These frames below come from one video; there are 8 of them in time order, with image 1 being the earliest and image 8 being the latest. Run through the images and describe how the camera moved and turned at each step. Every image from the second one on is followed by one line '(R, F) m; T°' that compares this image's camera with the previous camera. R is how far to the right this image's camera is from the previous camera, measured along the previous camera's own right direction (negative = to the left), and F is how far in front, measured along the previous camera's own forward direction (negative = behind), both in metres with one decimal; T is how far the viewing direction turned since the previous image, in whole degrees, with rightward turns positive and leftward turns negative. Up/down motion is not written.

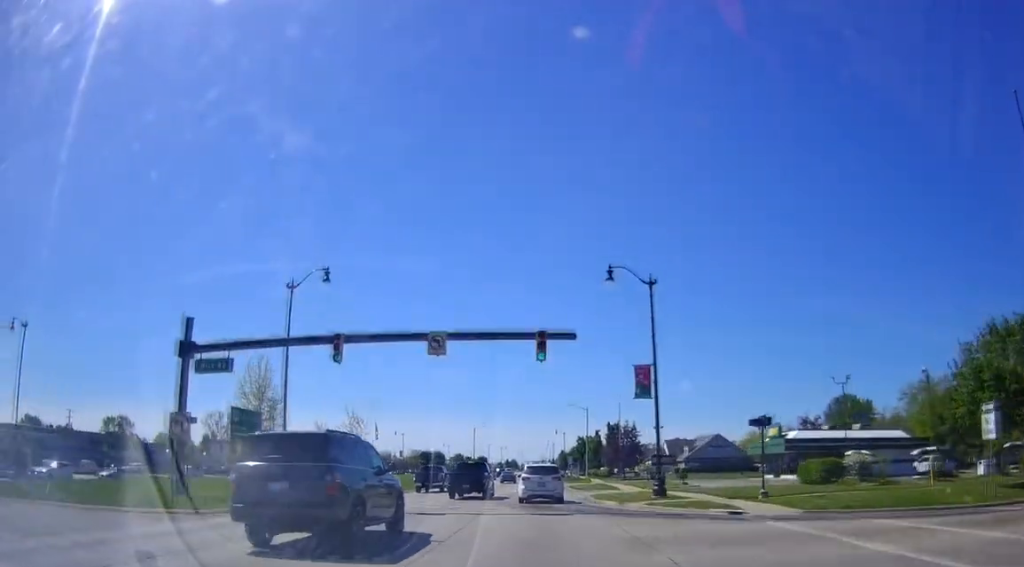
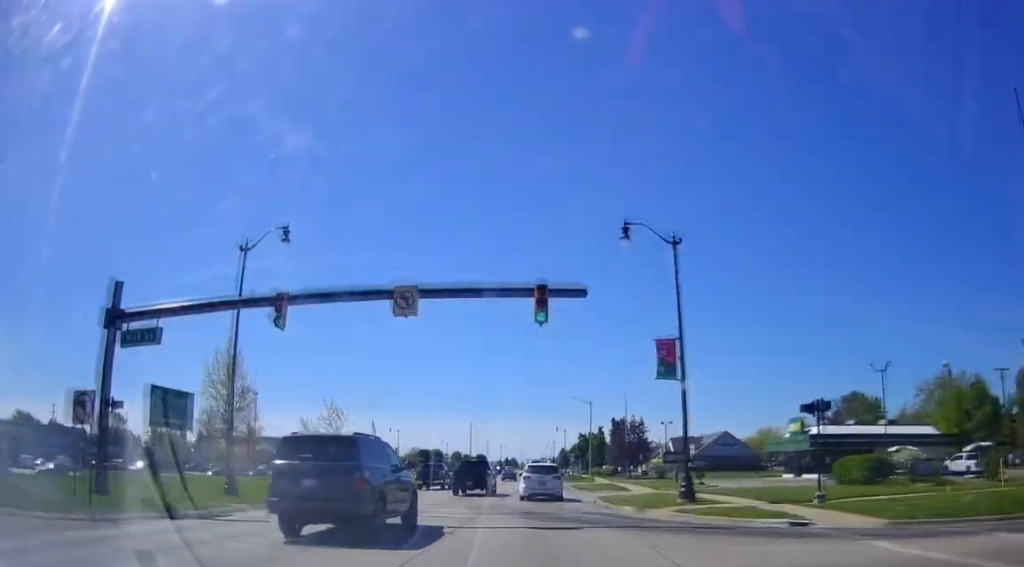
(-0.3, +6.1) m; 0°
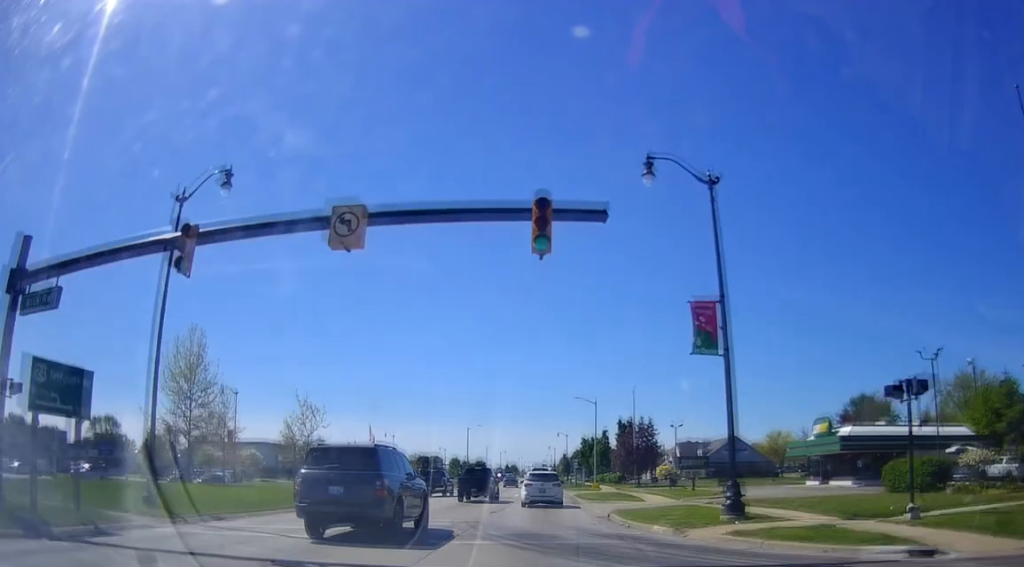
(0.0, +6.1) m; 0°
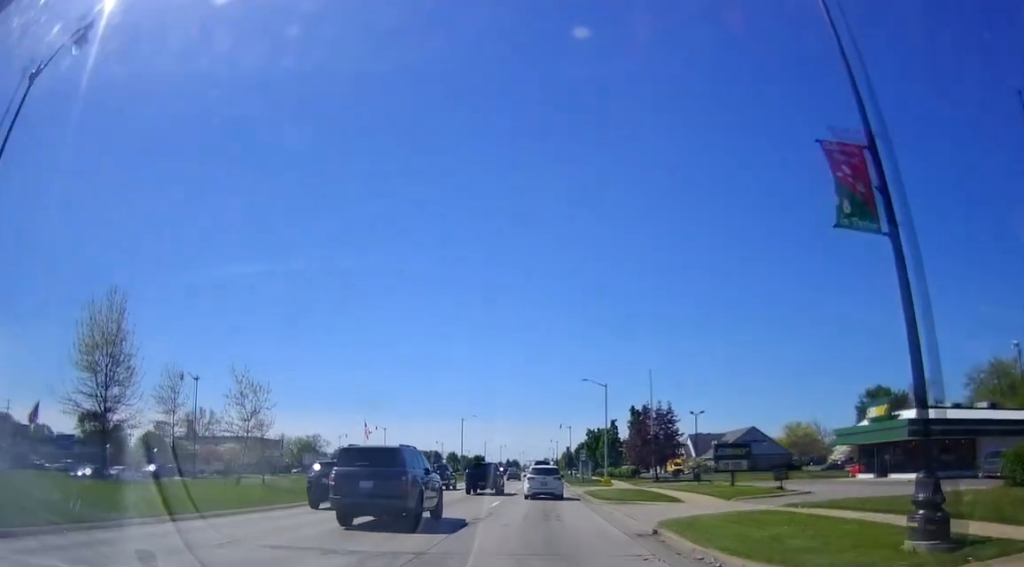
(+0.6, +10.1) m; 0°
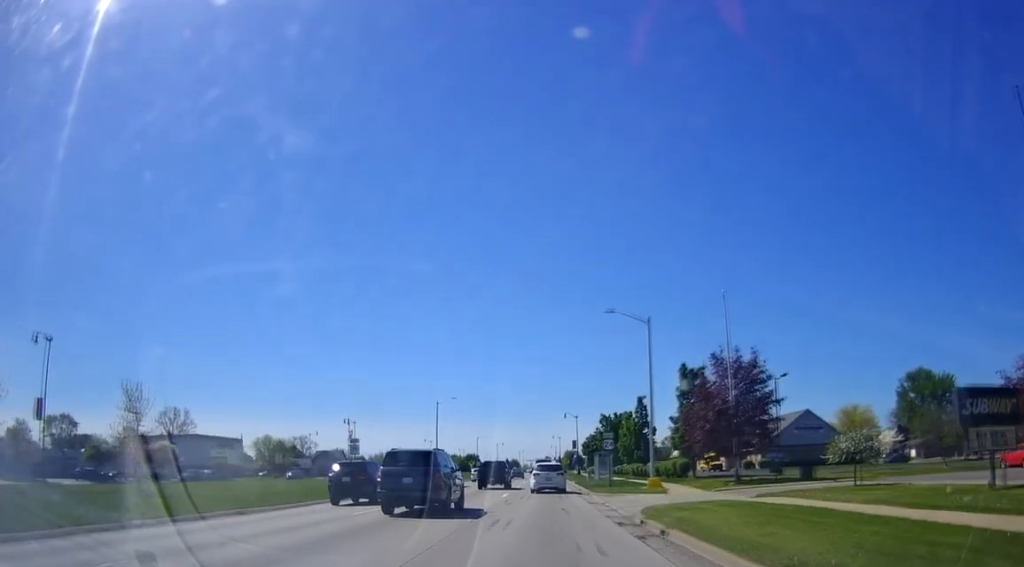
(-0.7, +24.9) m; +1°
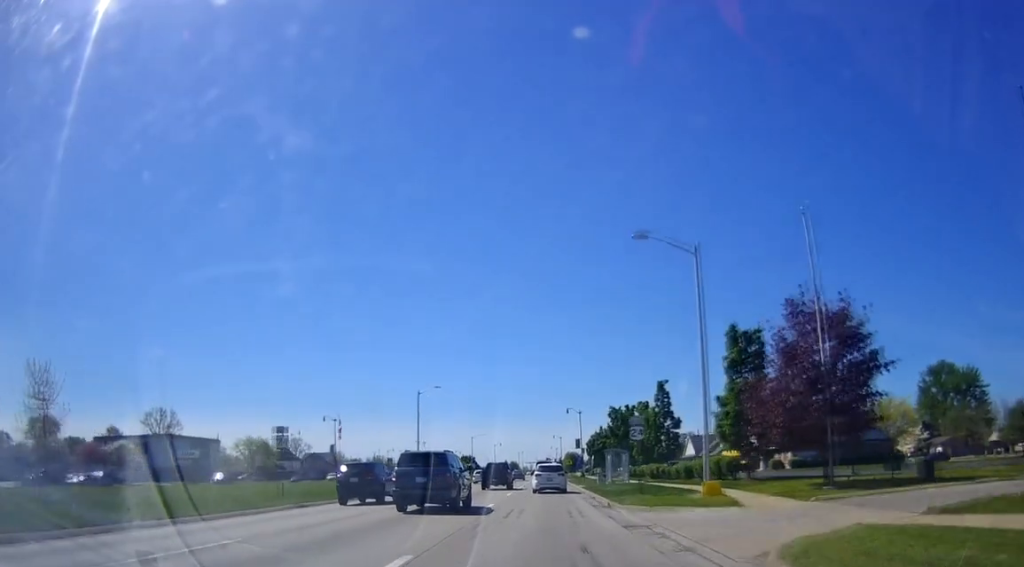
(+0.2, +11.7) m; +1°
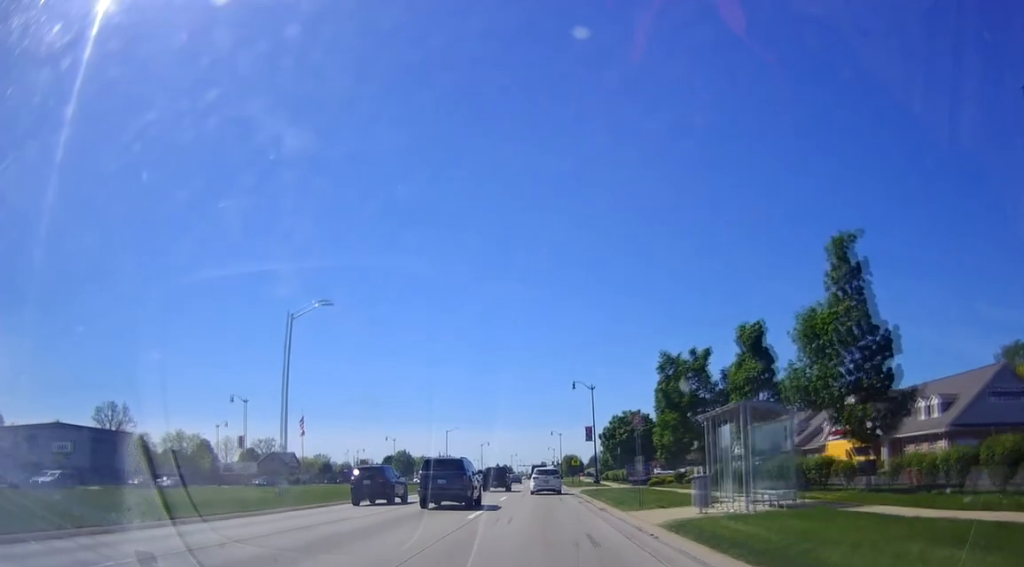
(-0.5, +34.2) m; 0°
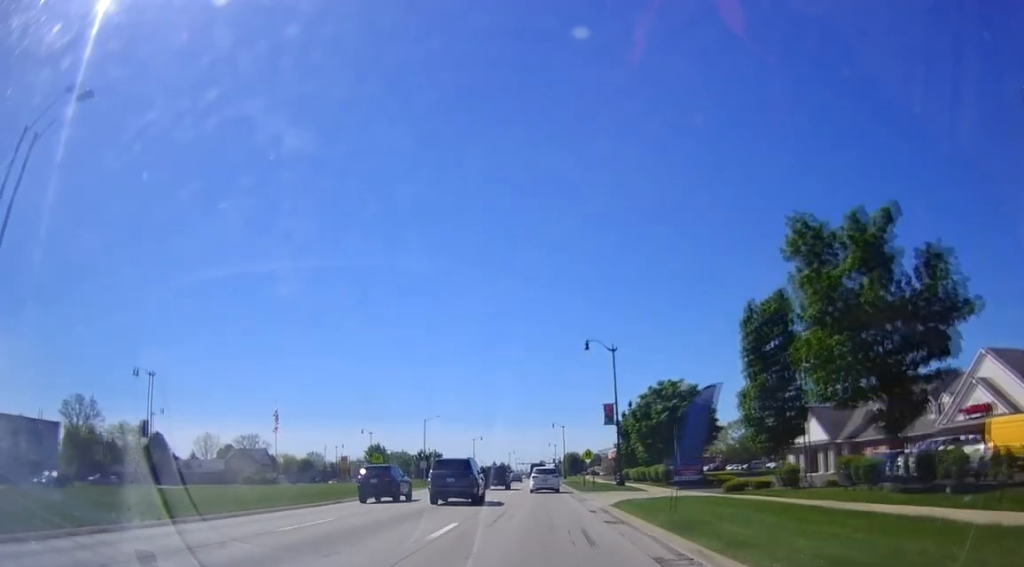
(+0.7, +21.5) m; 0°
